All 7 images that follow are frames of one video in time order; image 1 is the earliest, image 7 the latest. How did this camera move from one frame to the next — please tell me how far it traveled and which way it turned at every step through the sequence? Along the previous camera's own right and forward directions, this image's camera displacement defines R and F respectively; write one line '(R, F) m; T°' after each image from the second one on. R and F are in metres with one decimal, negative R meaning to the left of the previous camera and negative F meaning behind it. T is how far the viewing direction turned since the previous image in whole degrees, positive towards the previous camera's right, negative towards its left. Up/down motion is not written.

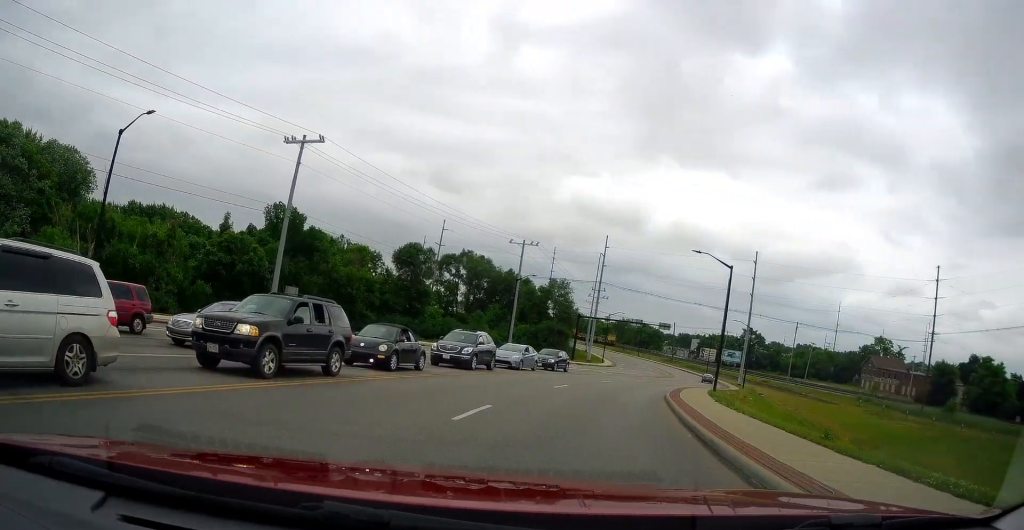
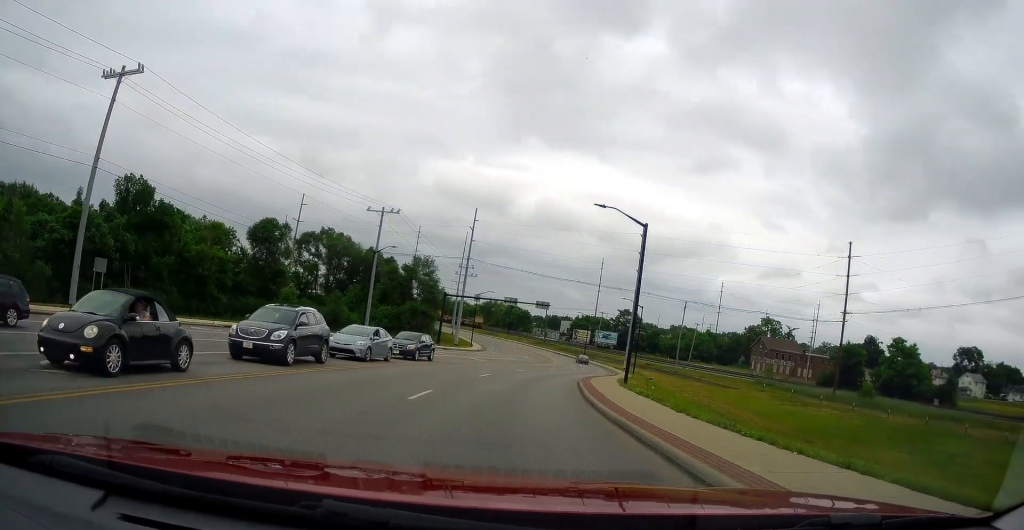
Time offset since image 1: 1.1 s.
(+0.9, +8.7) m; +12°
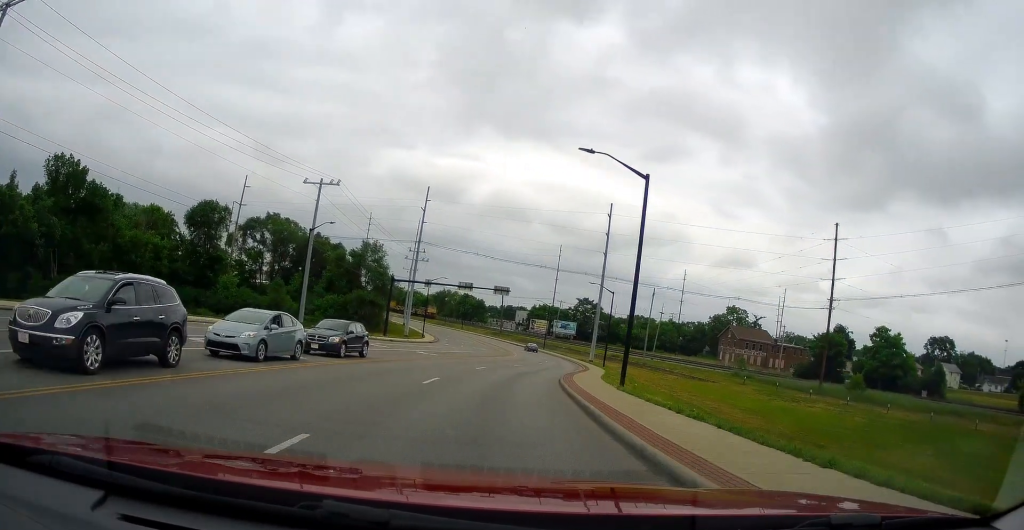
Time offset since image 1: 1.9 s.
(+0.6, +7.5) m; +6°
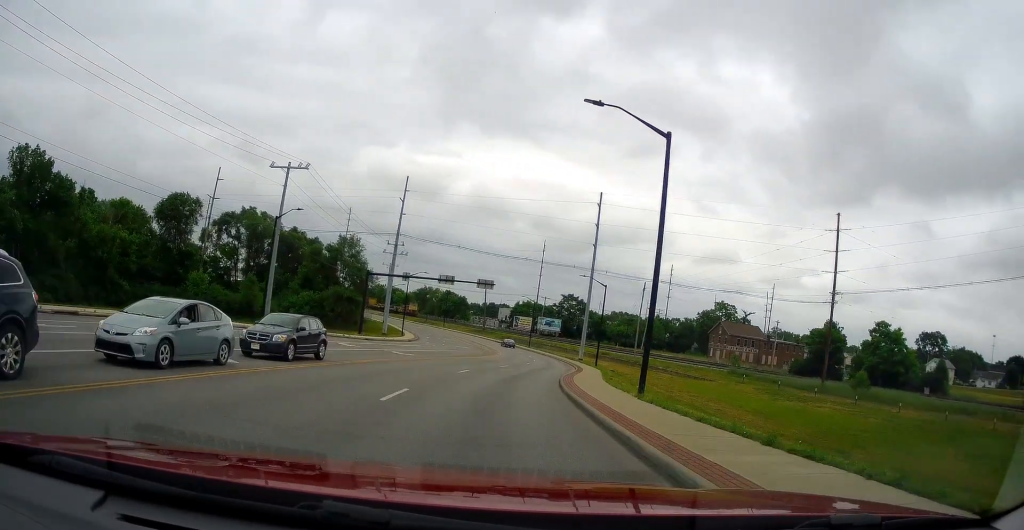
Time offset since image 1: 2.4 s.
(0.0, +4.7) m; +3°
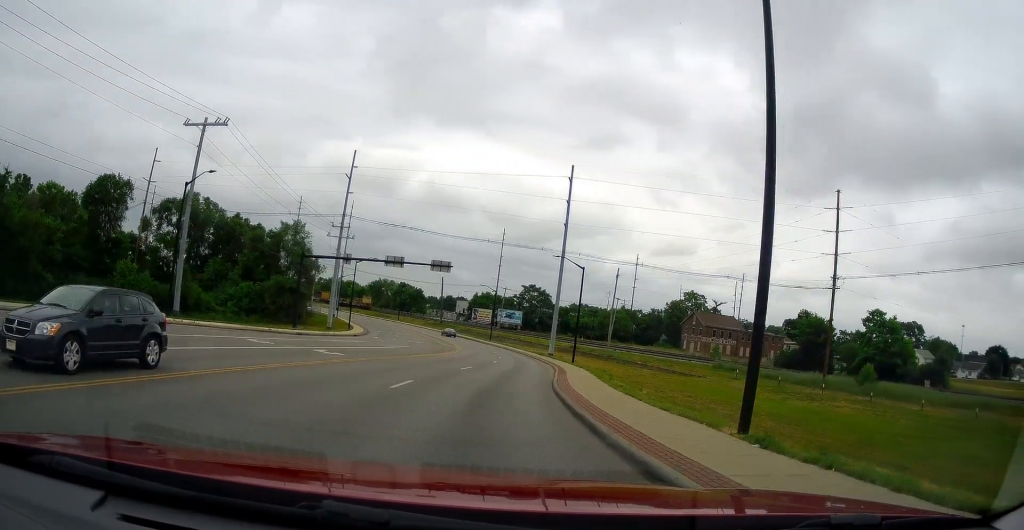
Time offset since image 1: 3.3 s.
(+0.5, +9.3) m; +4°
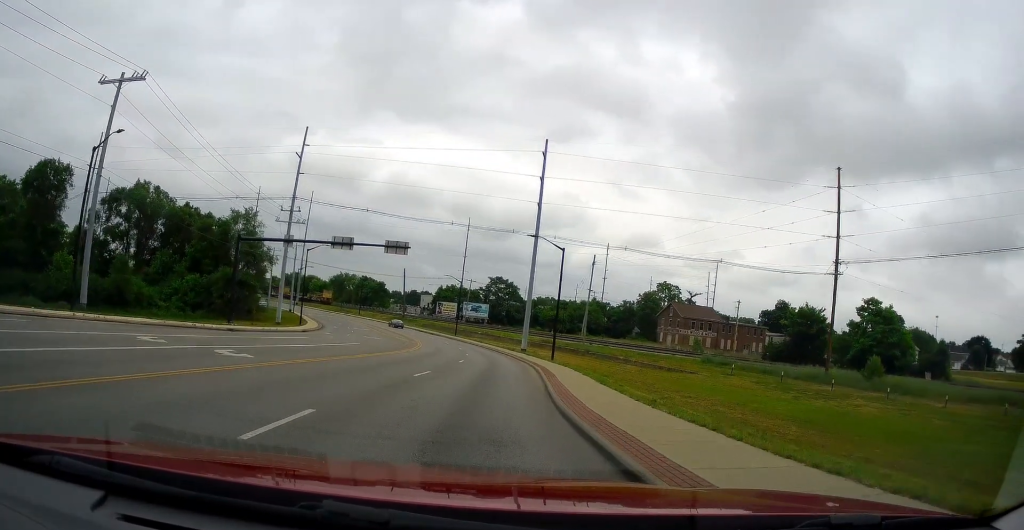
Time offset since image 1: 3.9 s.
(+0.4, +7.0) m; +1°
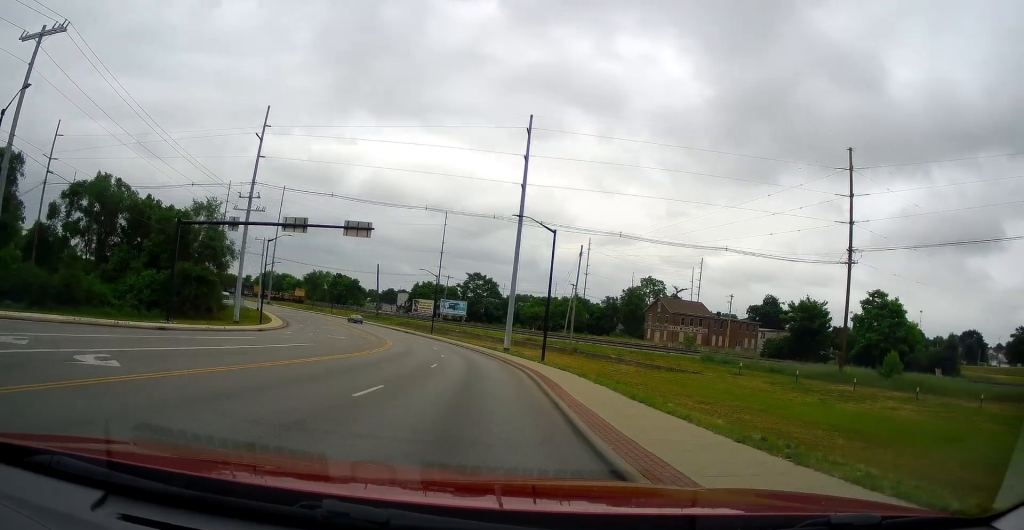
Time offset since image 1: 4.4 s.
(-0.3, +7.0) m; 0°
